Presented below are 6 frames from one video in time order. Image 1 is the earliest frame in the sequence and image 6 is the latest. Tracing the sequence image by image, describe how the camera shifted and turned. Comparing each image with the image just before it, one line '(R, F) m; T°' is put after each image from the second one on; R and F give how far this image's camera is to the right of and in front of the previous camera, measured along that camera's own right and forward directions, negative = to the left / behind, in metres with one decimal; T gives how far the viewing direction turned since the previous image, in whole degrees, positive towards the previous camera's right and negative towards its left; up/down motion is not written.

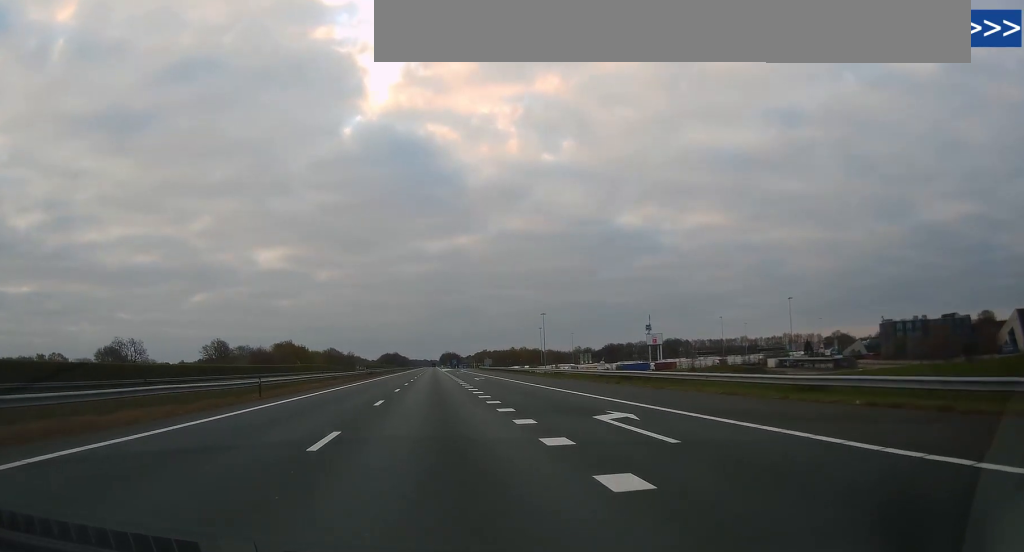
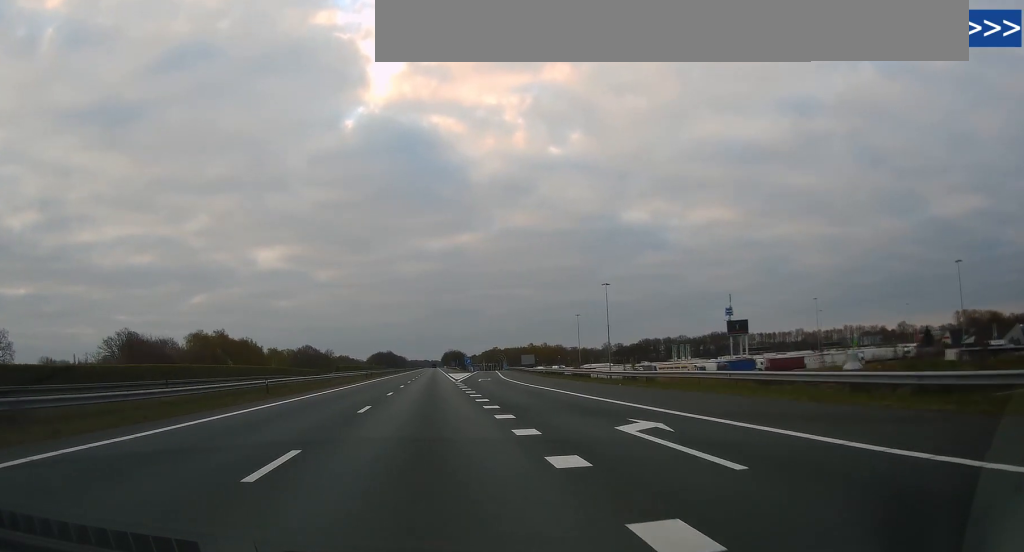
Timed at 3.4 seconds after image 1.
(-0.2, +91.6) m; 0°
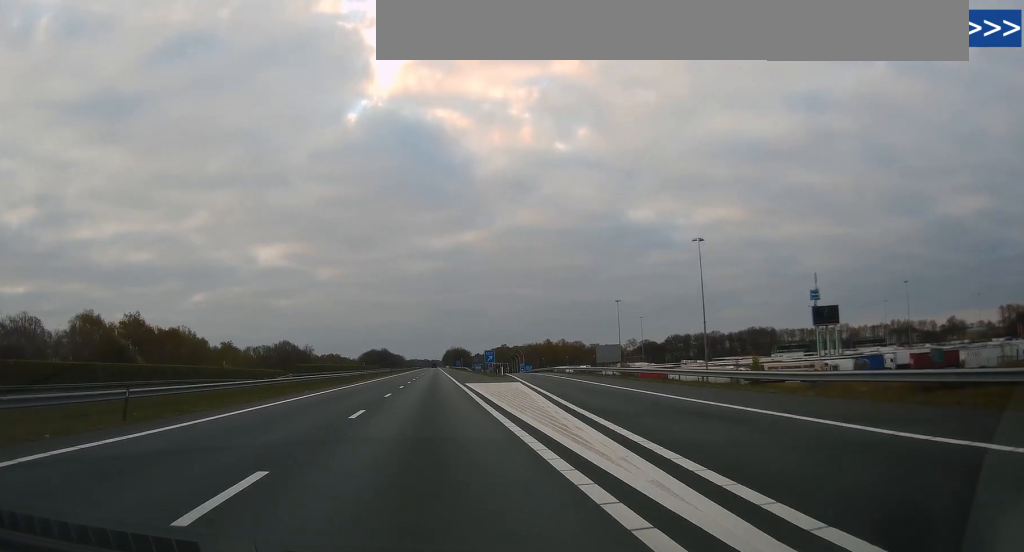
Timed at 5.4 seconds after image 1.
(0.0, +59.5) m; 0°
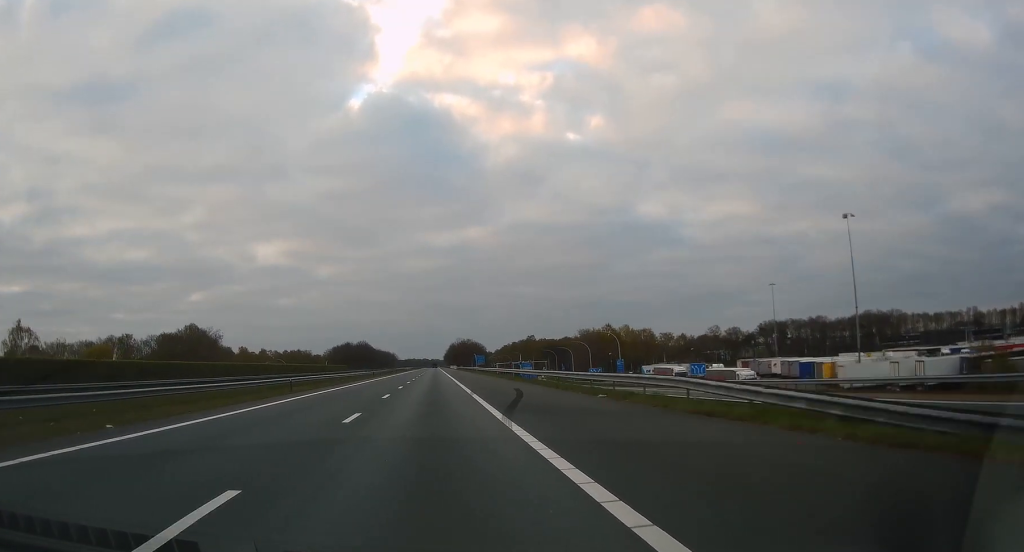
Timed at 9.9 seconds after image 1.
(+0.5, +134.4) m; 0°
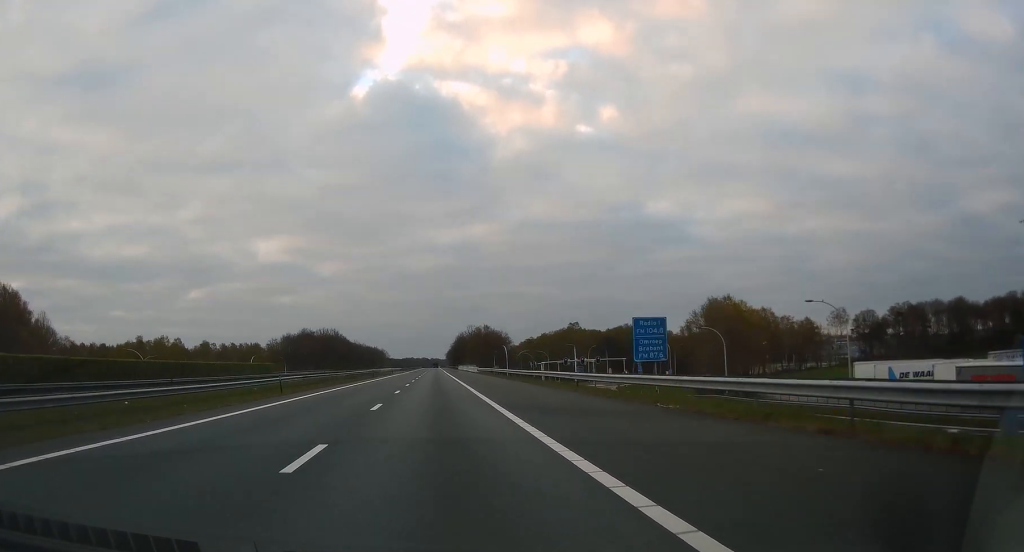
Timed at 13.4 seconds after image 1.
(-0.2, +111.9) m; 0°
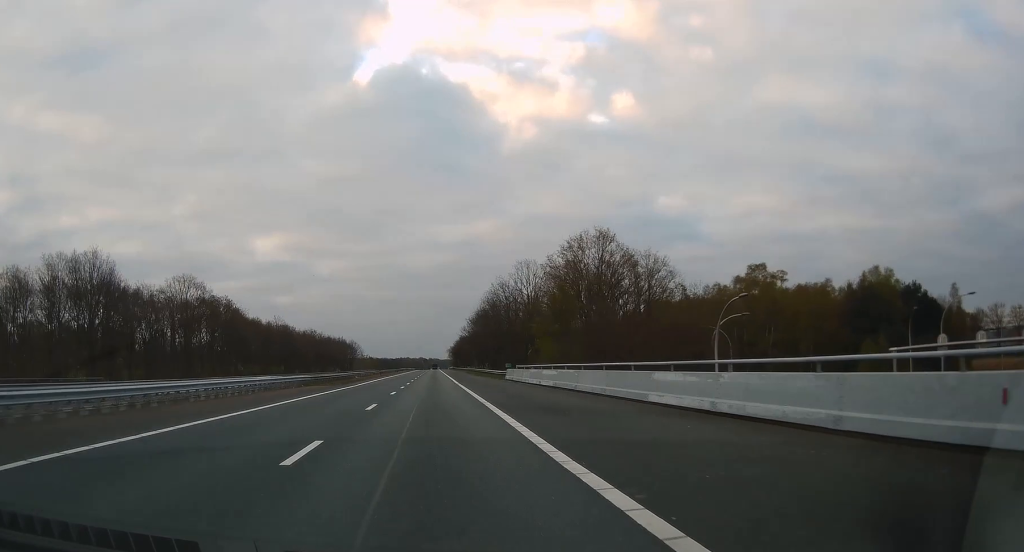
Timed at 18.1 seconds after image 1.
(-0.2, +168.3) m; 0°
